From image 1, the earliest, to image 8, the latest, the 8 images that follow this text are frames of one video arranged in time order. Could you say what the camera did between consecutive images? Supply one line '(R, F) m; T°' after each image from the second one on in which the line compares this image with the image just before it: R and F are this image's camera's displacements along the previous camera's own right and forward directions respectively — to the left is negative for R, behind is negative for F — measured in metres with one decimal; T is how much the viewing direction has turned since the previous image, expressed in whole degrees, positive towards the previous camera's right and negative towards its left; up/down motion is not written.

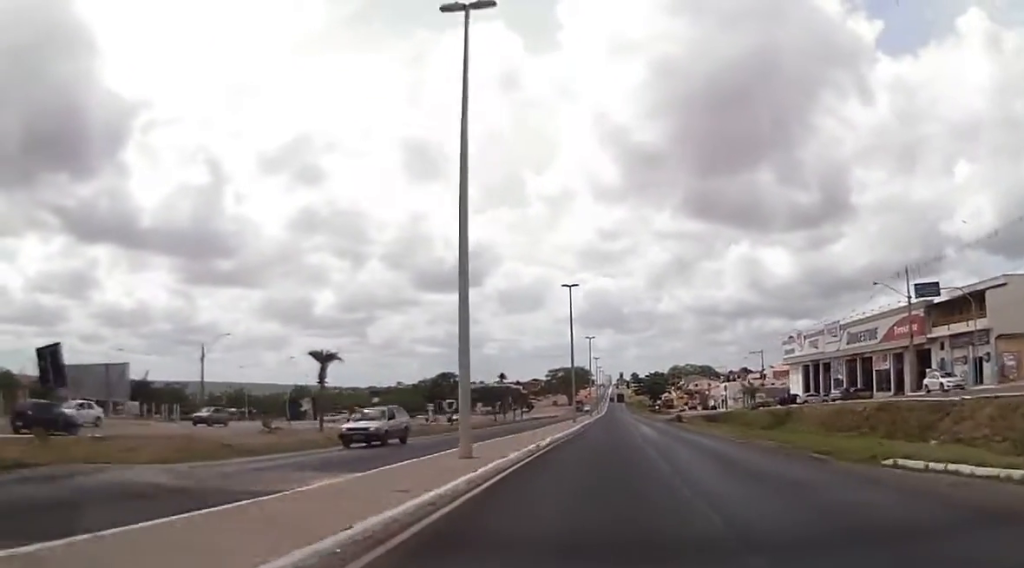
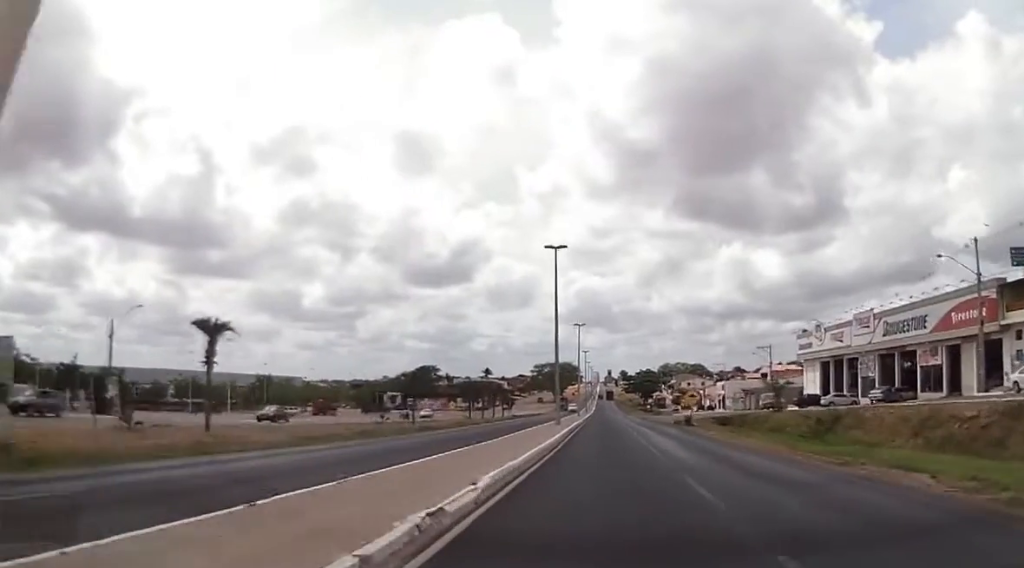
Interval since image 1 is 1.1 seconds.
(0.0, +11.9) m; -2°
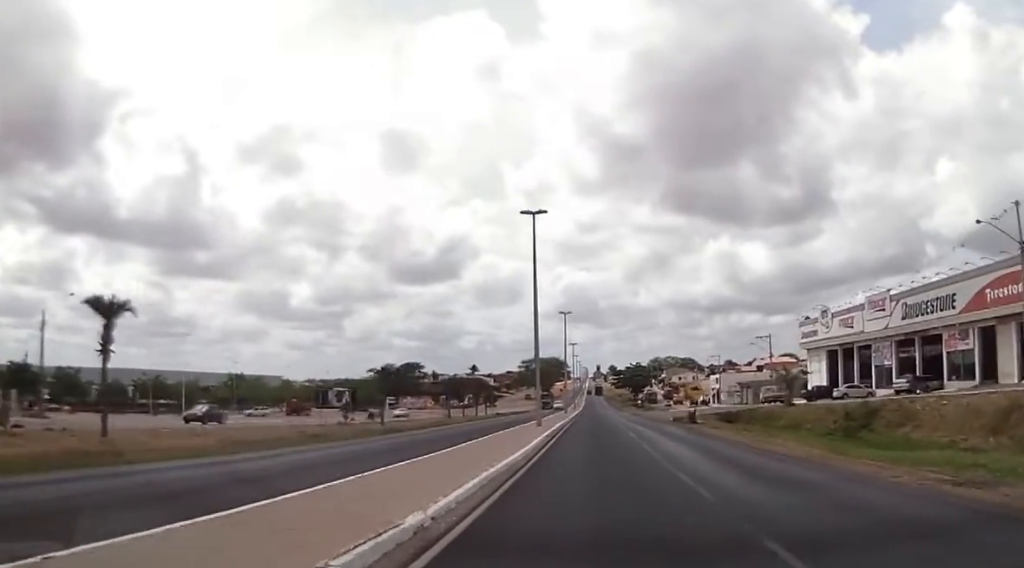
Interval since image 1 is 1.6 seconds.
(0.0, +6.3) m; -2°
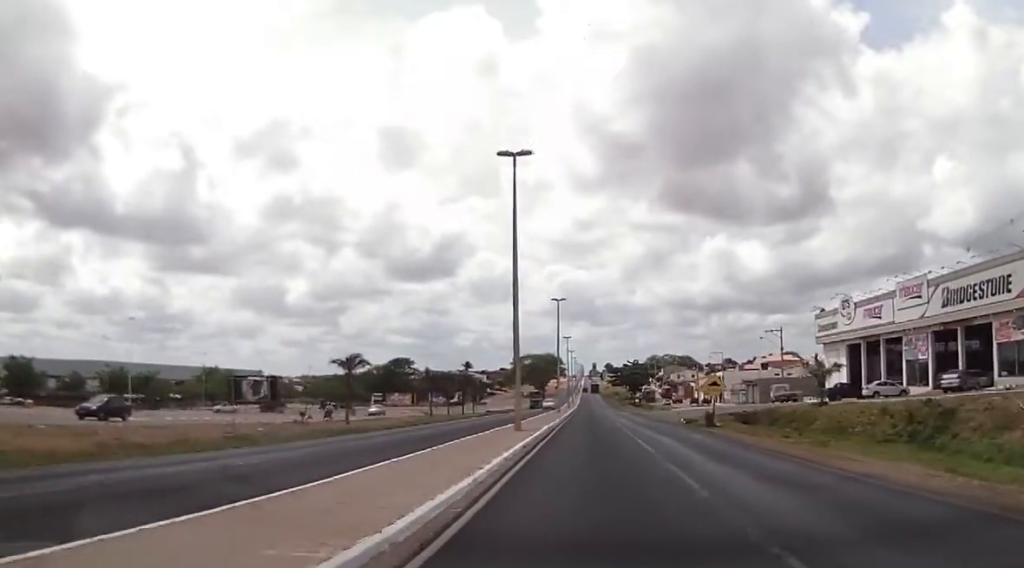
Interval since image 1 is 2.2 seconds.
(-0.2, +7.9) m; +1°
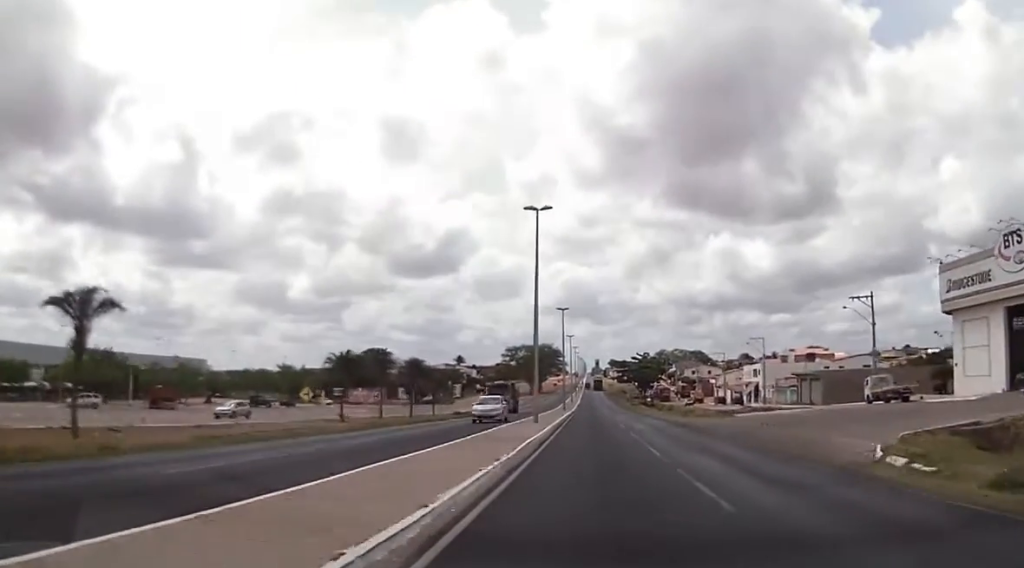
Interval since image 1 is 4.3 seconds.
(+0.9, +29.9) m; +2°
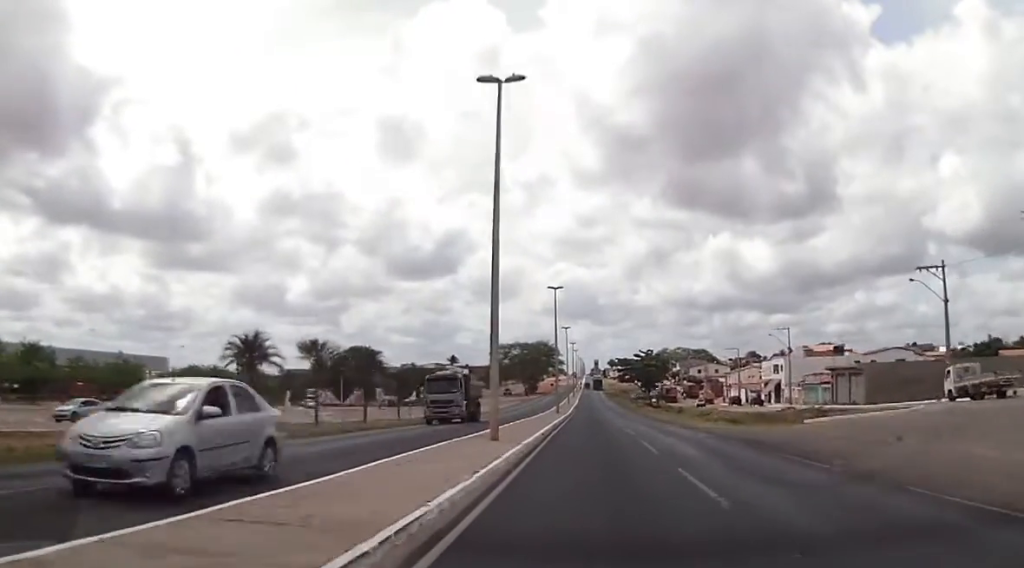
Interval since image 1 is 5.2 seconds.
(0.0, +15.0) m; 0°
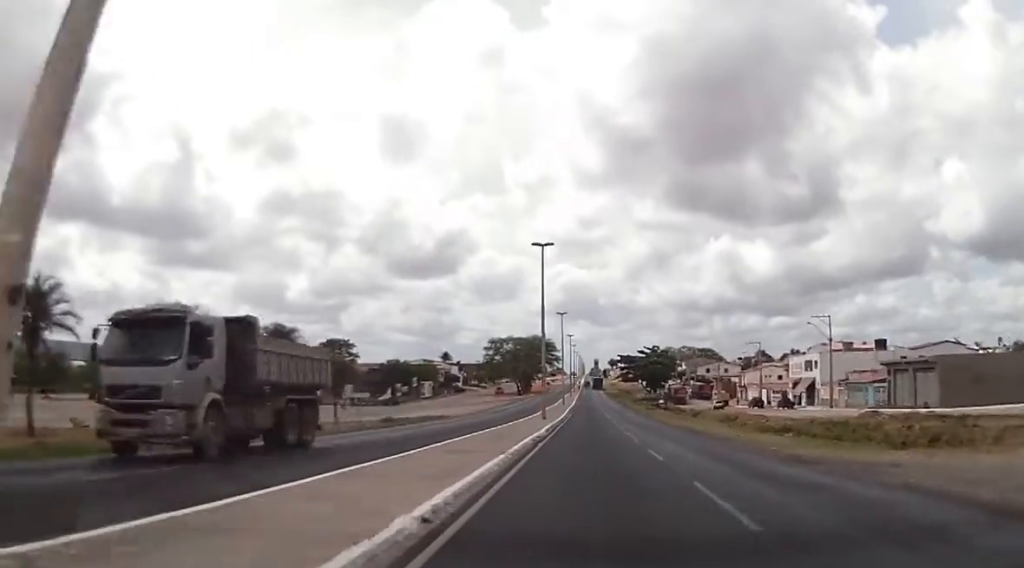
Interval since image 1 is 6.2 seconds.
(+0.1, +17.2) m; 0°
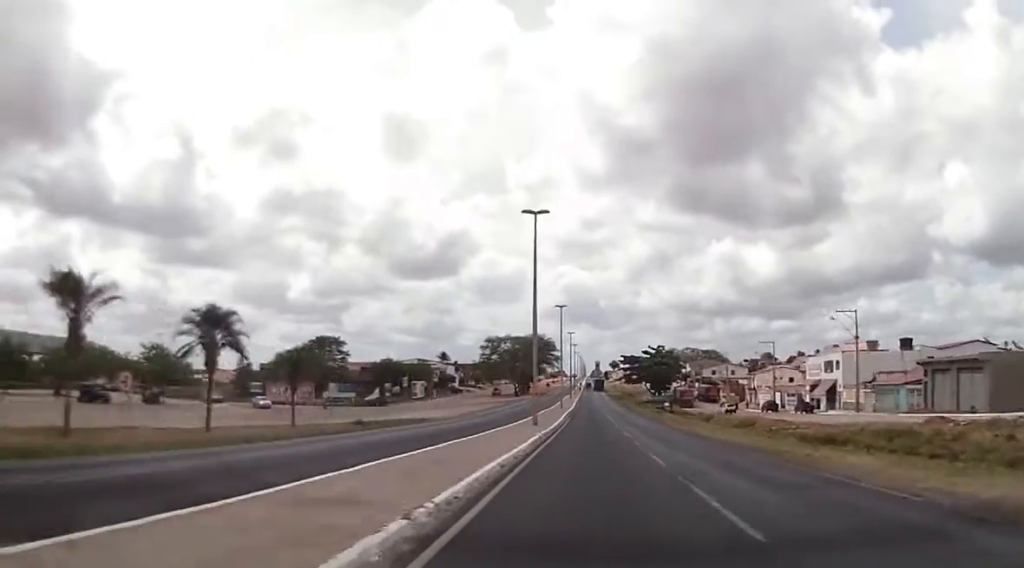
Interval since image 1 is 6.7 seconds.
(0.0, +7.9) m; 0°
